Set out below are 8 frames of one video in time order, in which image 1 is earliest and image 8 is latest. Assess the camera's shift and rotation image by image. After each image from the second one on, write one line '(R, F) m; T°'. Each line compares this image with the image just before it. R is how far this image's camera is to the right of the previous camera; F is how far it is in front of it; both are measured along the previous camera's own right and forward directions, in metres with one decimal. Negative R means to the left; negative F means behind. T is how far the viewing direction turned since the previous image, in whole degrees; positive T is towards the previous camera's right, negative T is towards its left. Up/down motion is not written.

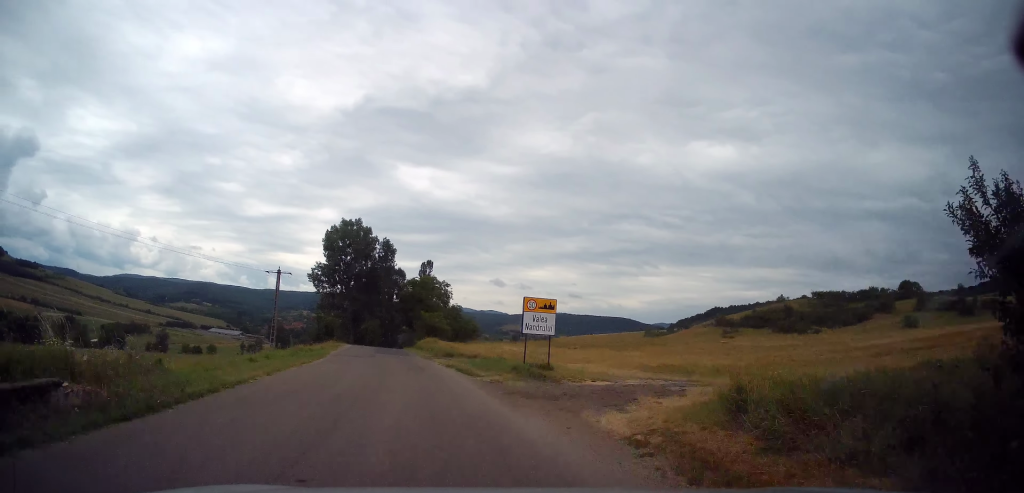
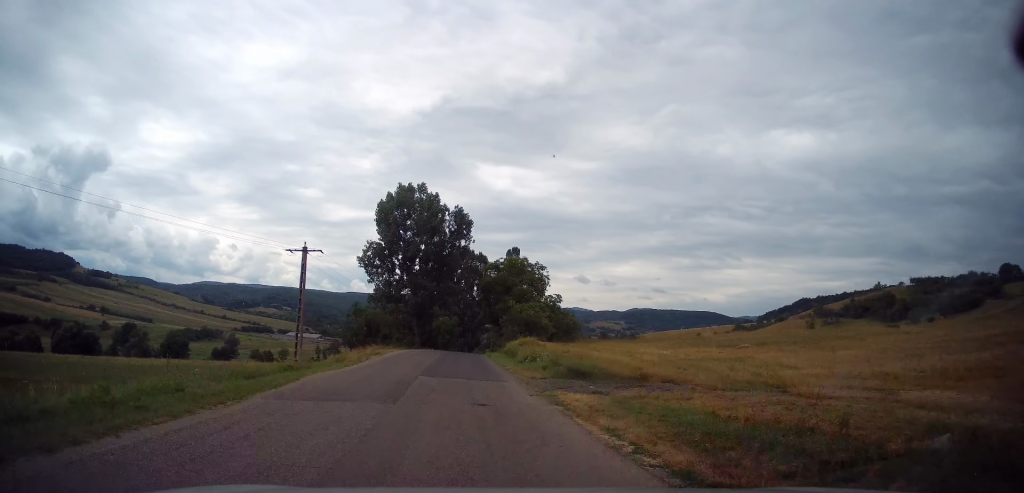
(-1.3, +18.7) m; -7°
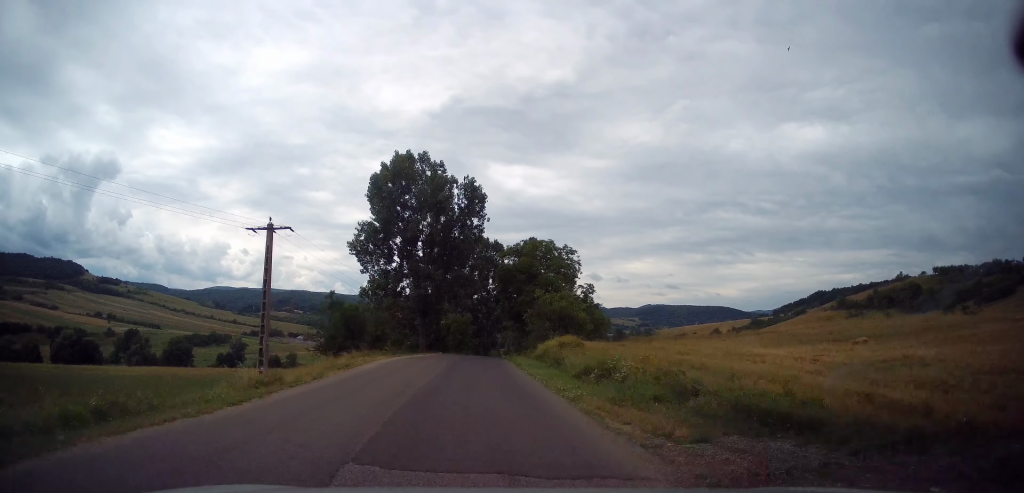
(-0.3, +10.7) m; -2°
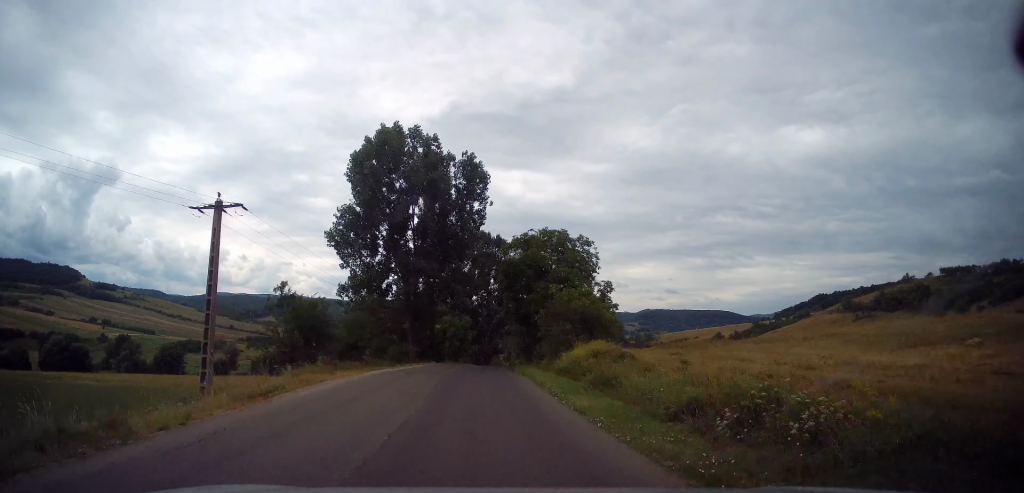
(-0.1, +7.6) m; 0°
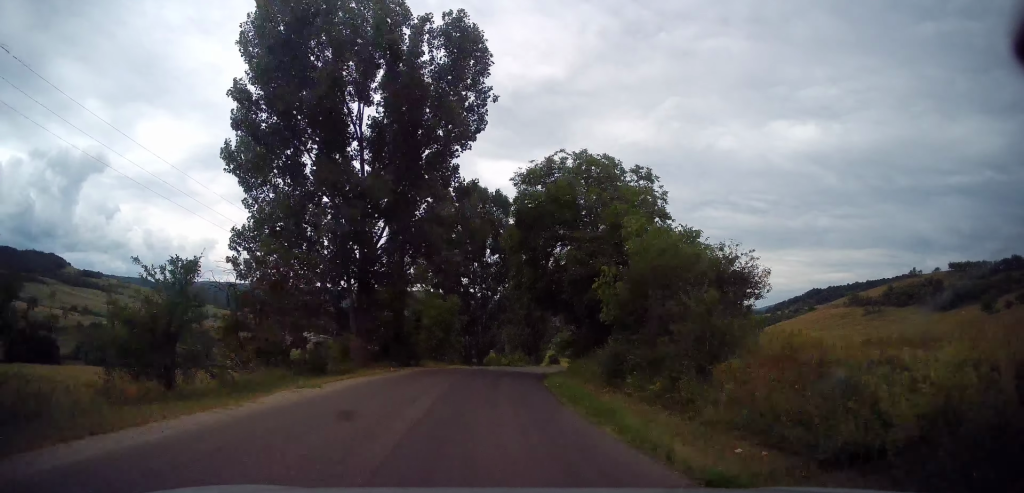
(+0.4, +17.0) m; +4°
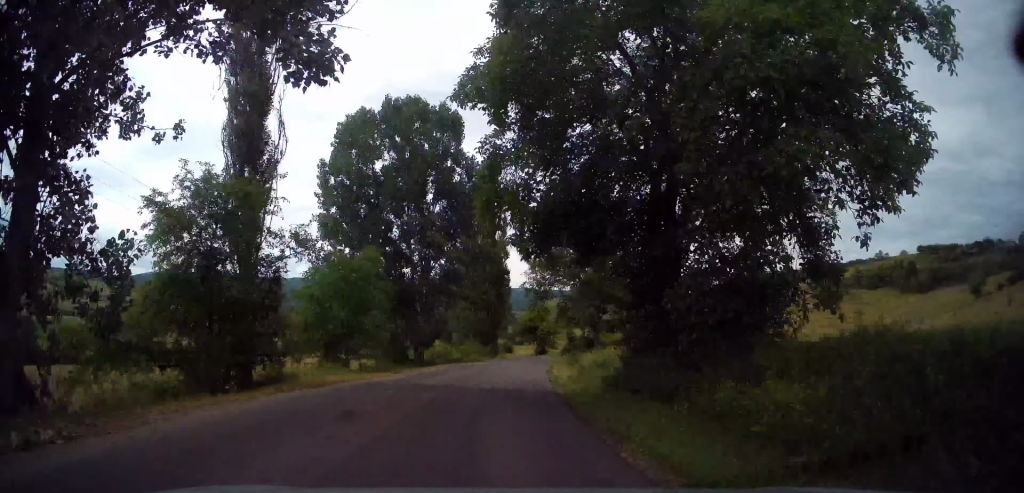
(+0.8, +16.7) m; +5°
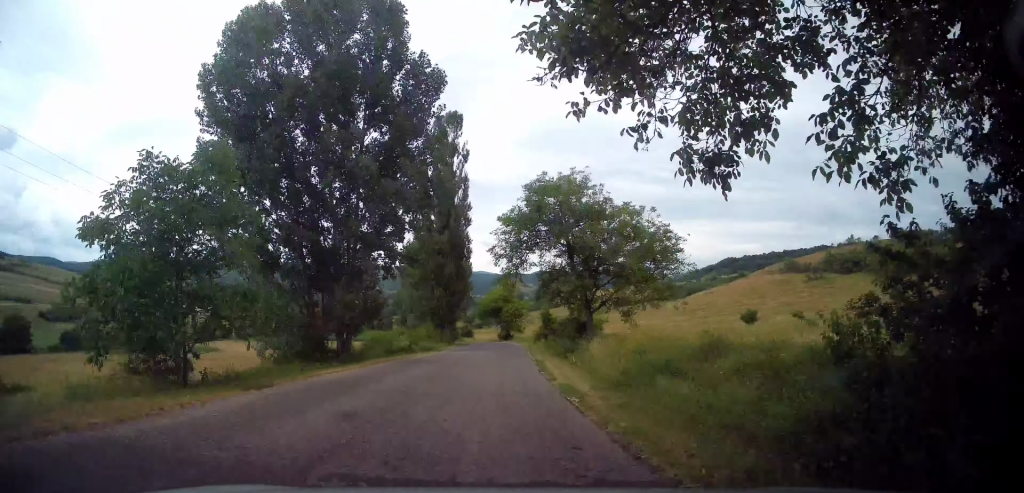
(+0.1, +10.7) m; +3°
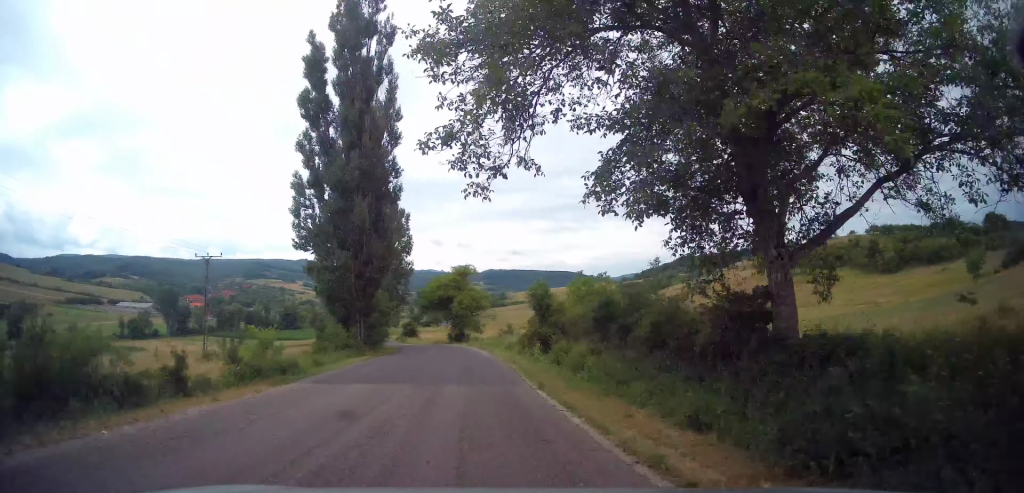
(+0.9, +24.0) m; +4°
